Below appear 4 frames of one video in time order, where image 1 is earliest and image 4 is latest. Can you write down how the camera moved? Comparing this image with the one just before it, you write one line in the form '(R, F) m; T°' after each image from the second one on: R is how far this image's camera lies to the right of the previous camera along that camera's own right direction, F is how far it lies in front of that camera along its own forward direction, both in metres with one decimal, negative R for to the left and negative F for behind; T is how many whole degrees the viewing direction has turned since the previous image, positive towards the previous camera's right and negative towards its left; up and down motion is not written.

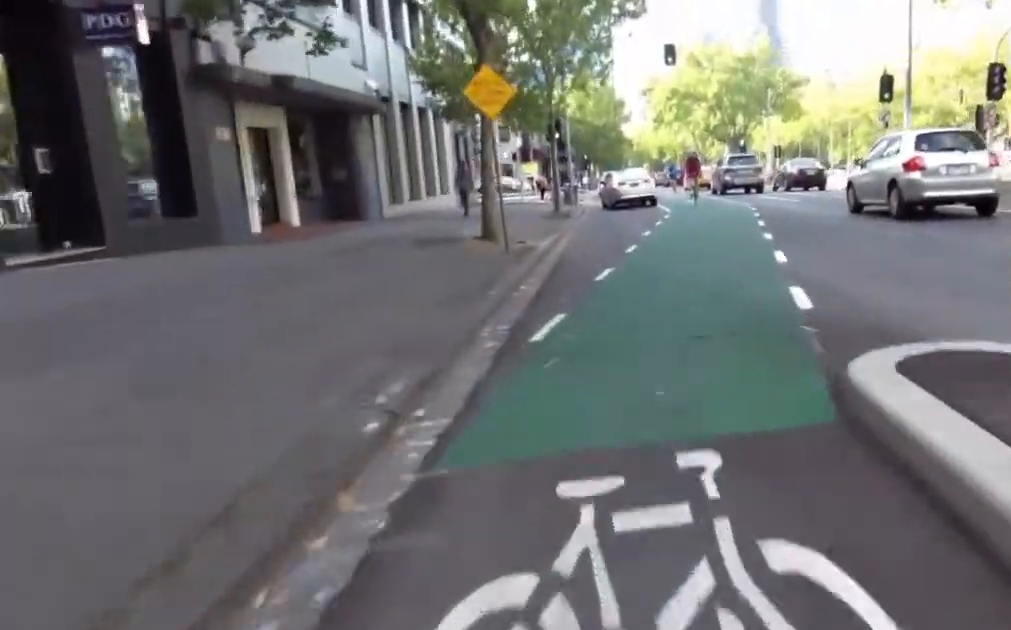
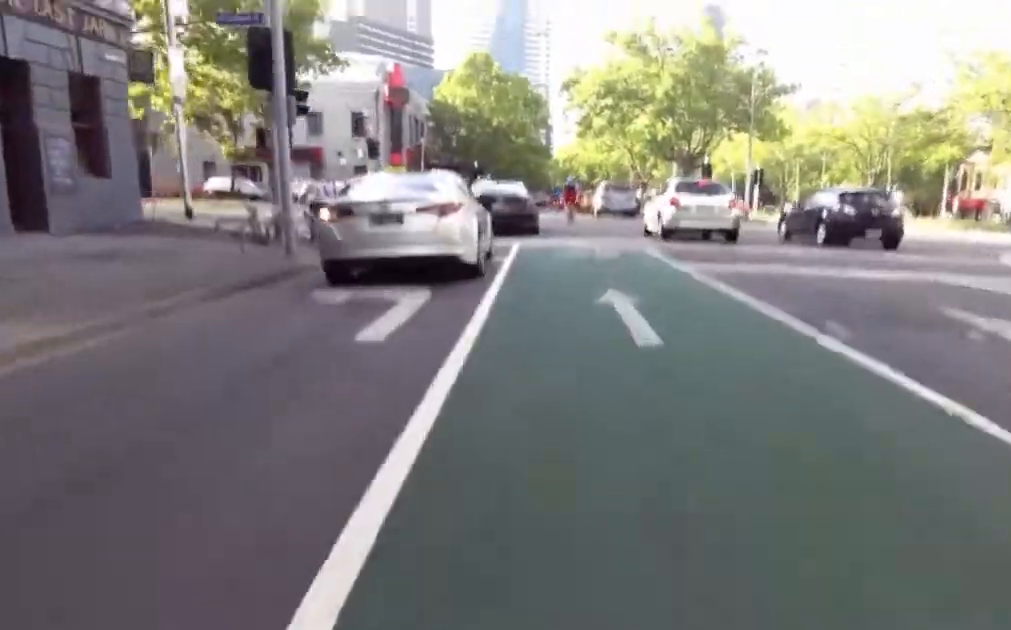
(-3.7, +18.5) m; -6°
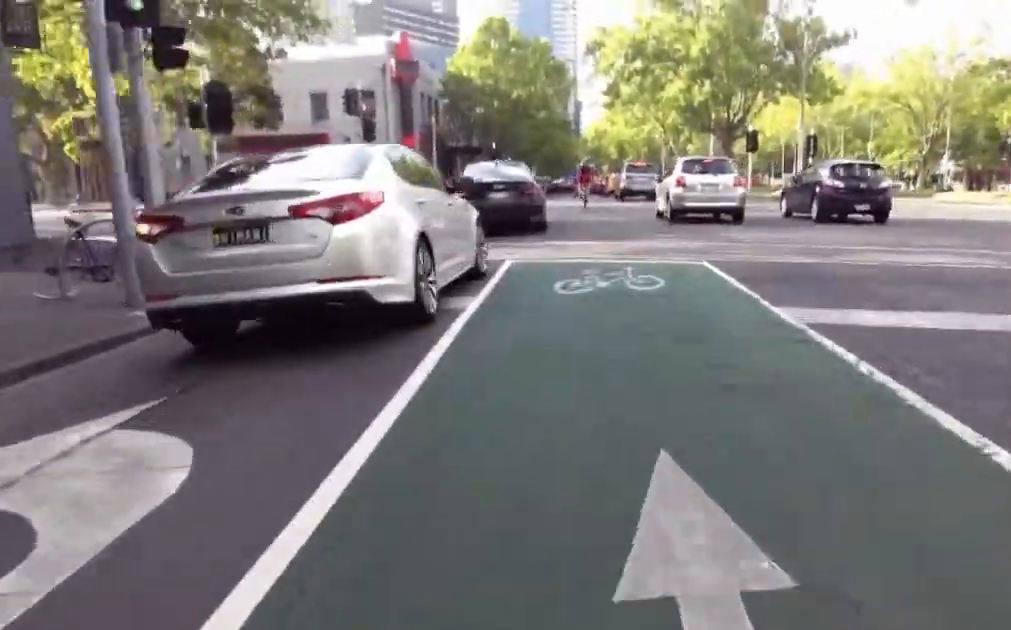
(+0.8, +4.4) m; +8°
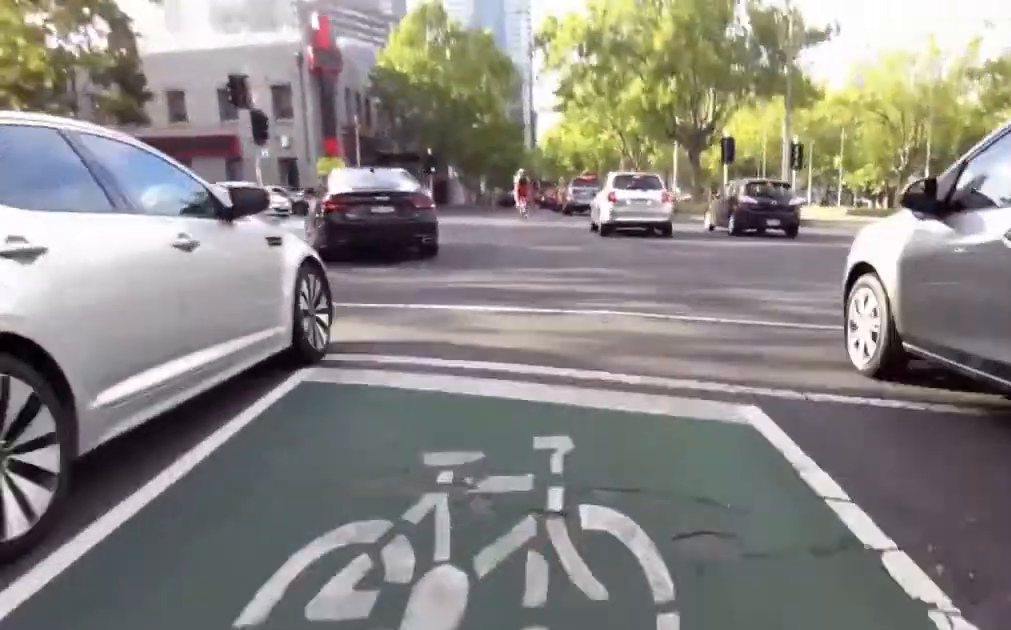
(+0.2, +5.2) m; +3°
